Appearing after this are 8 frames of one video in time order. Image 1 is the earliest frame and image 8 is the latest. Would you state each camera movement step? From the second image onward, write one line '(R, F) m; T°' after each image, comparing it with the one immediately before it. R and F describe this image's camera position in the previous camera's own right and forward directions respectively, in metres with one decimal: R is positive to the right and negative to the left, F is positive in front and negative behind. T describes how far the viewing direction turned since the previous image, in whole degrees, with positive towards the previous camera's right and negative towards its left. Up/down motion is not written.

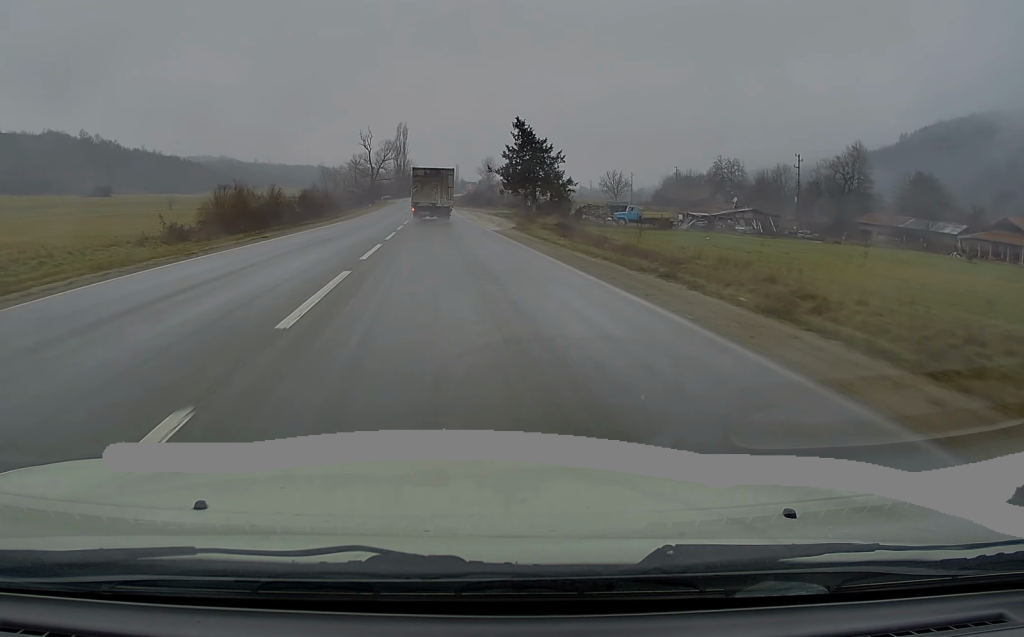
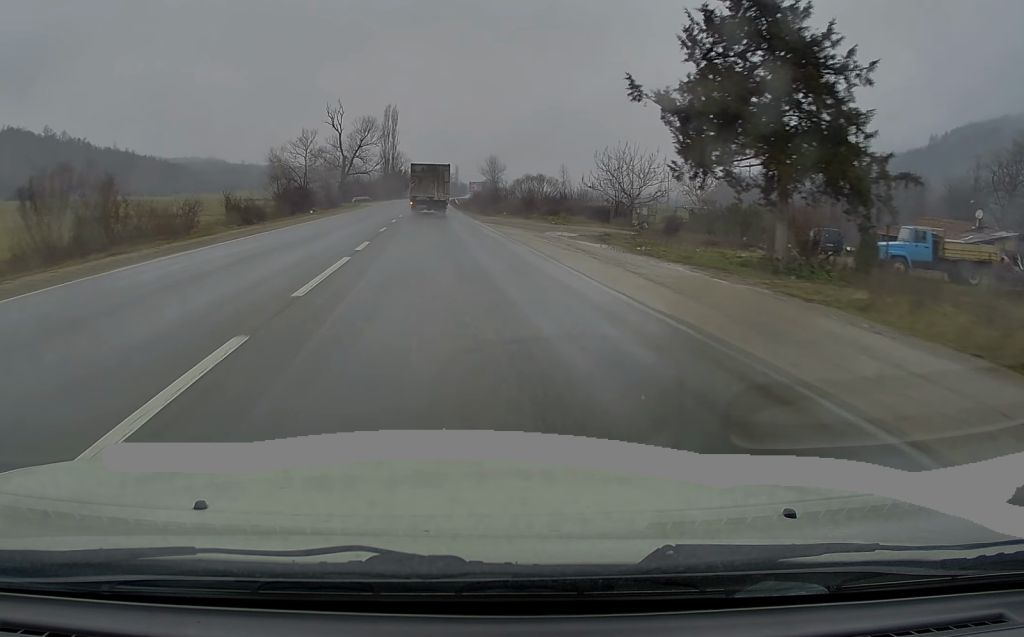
(-0.2, +51.2) m; 0°
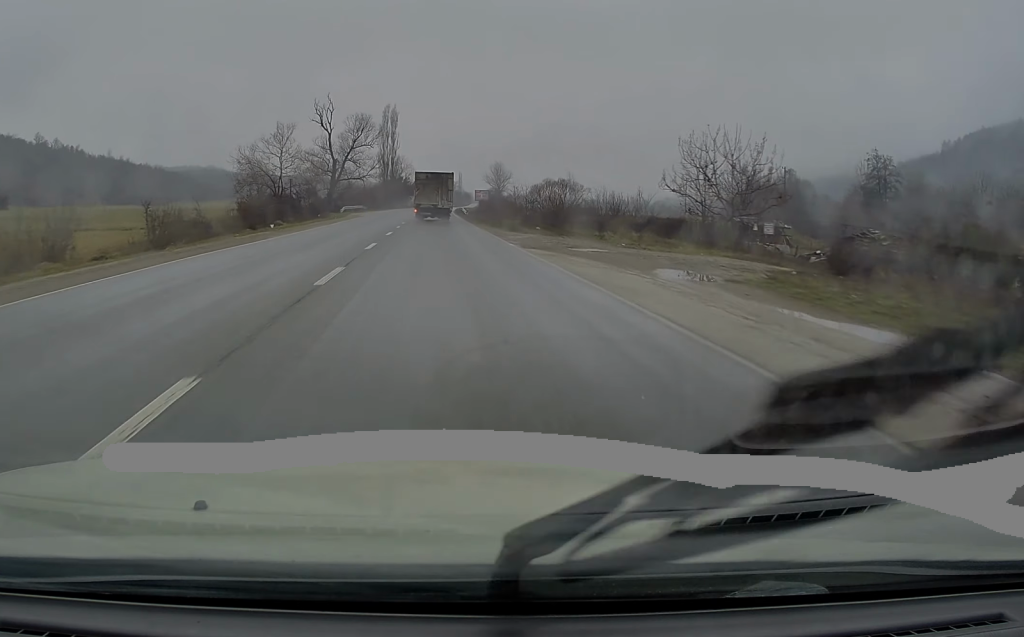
(0.0, +15.4) m; 0°
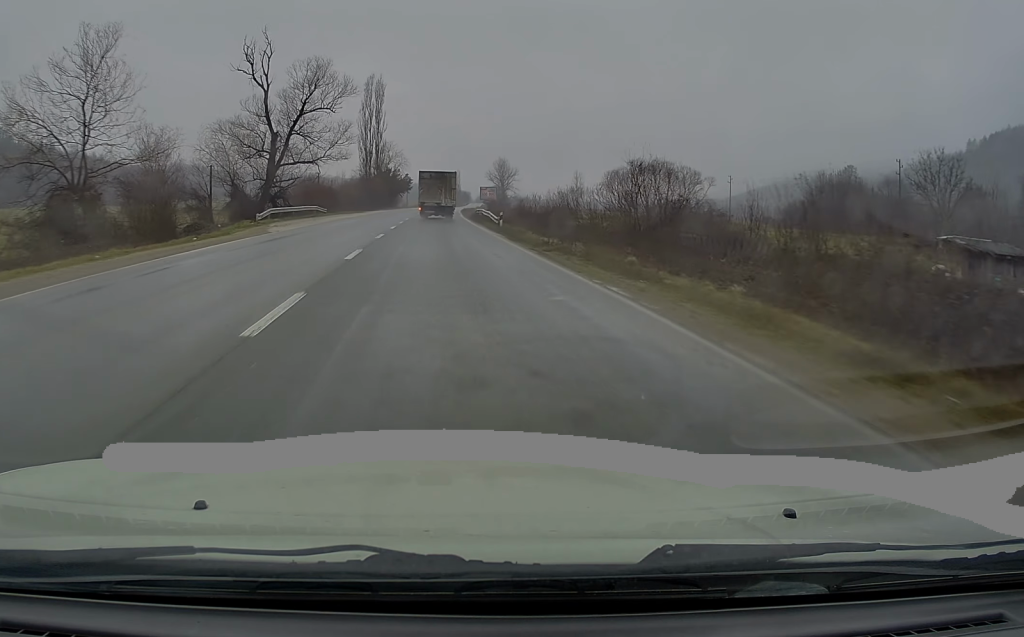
(-0.1, +39.2) m; 0°
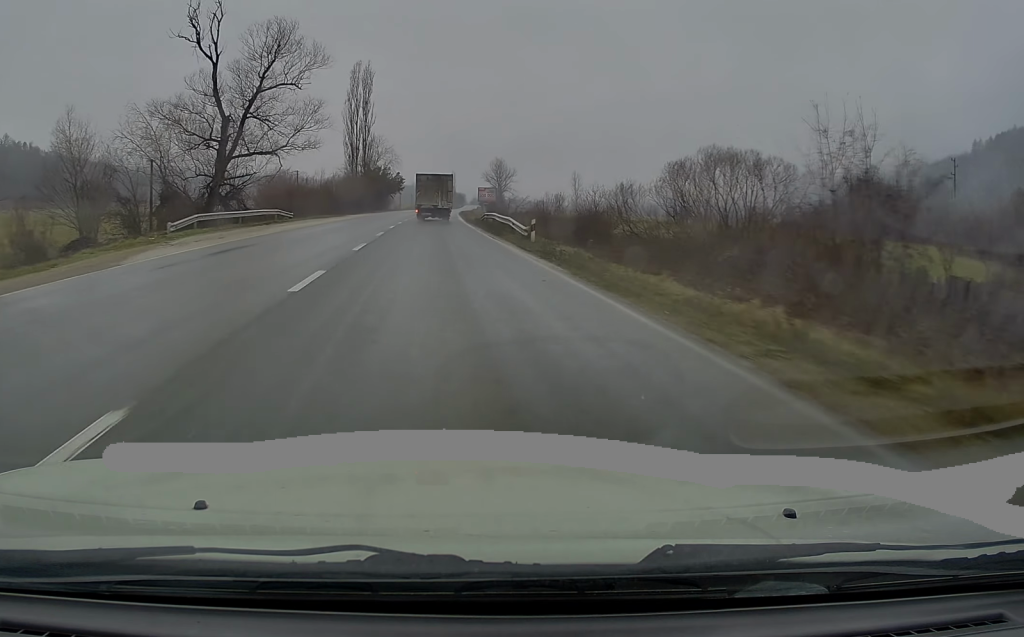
(+0.3, +14.4) m; +1°
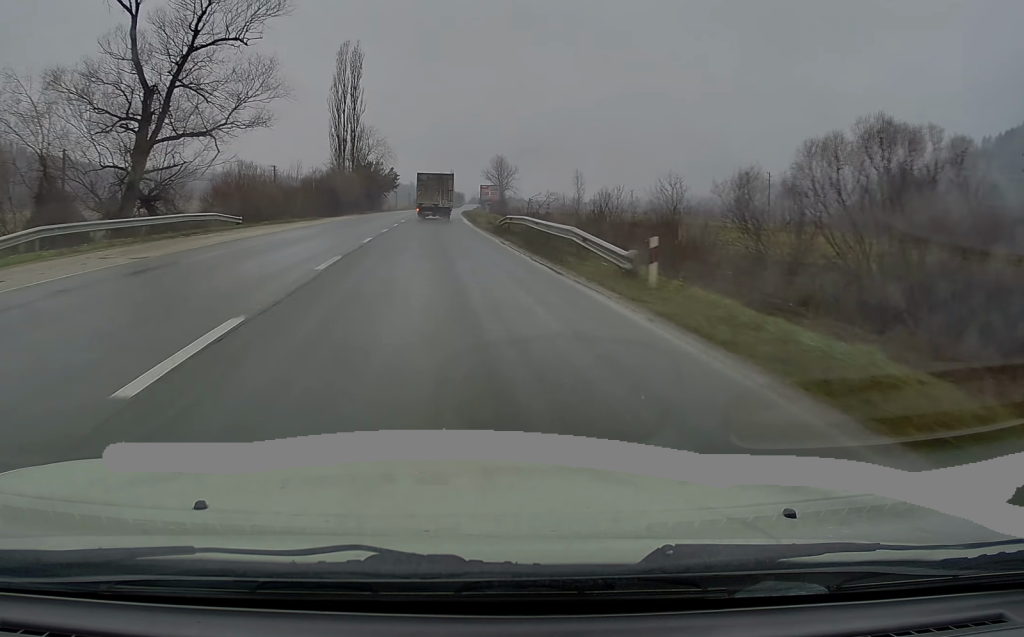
(0.0, +14.4) m; 0°
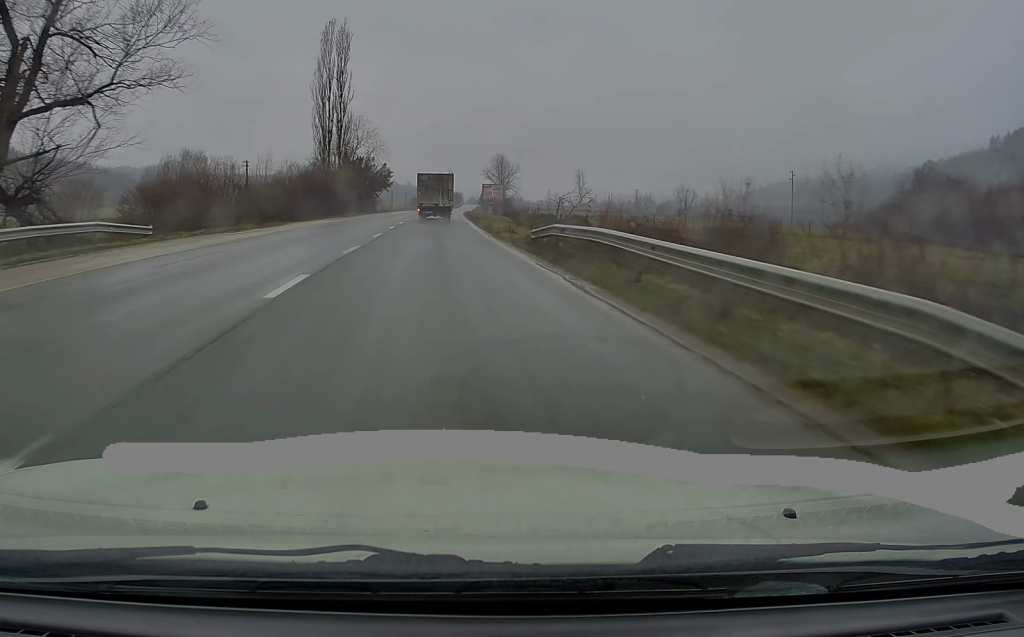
(0.0, +12.9) m; 0°
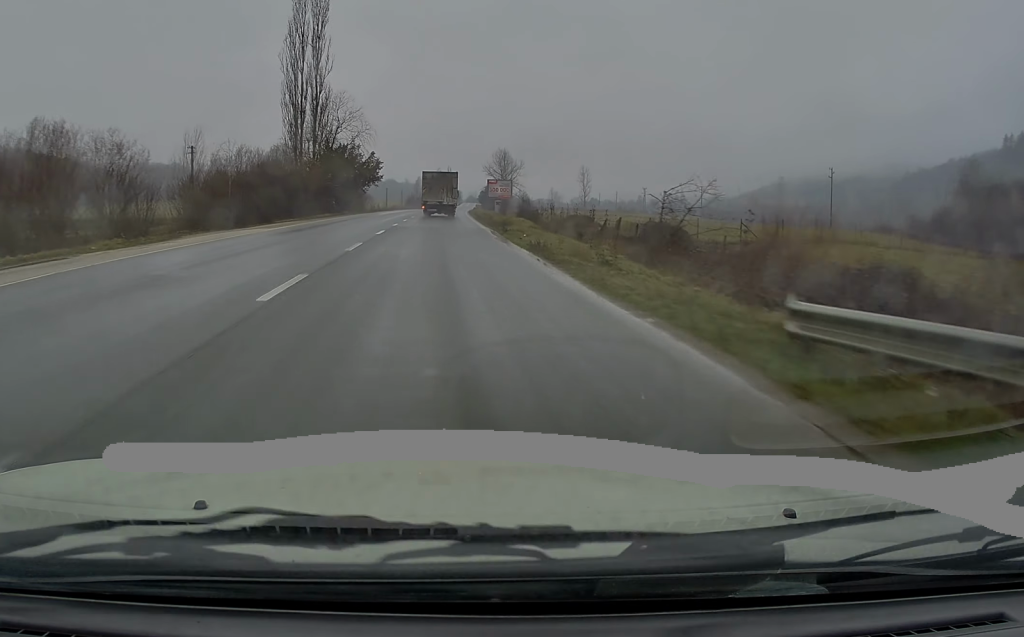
(0.0, +17.9) m; 0°
